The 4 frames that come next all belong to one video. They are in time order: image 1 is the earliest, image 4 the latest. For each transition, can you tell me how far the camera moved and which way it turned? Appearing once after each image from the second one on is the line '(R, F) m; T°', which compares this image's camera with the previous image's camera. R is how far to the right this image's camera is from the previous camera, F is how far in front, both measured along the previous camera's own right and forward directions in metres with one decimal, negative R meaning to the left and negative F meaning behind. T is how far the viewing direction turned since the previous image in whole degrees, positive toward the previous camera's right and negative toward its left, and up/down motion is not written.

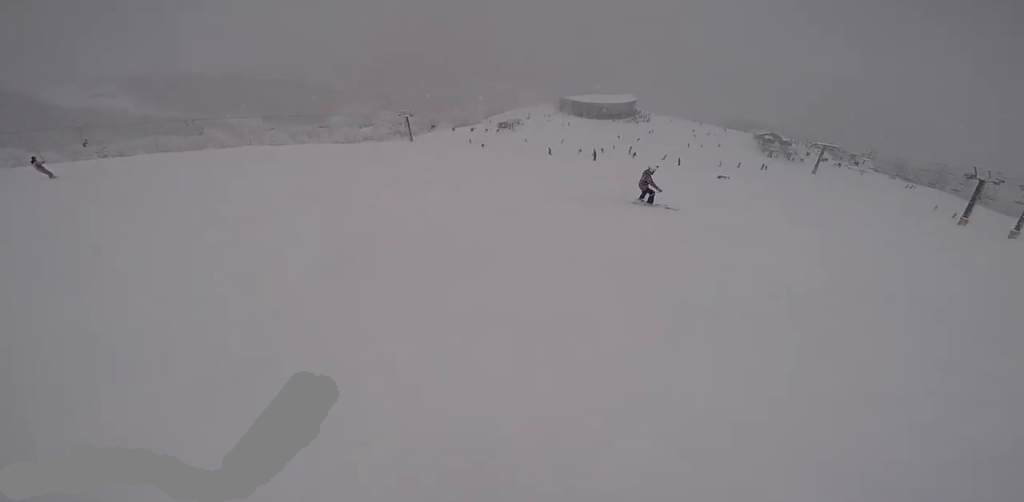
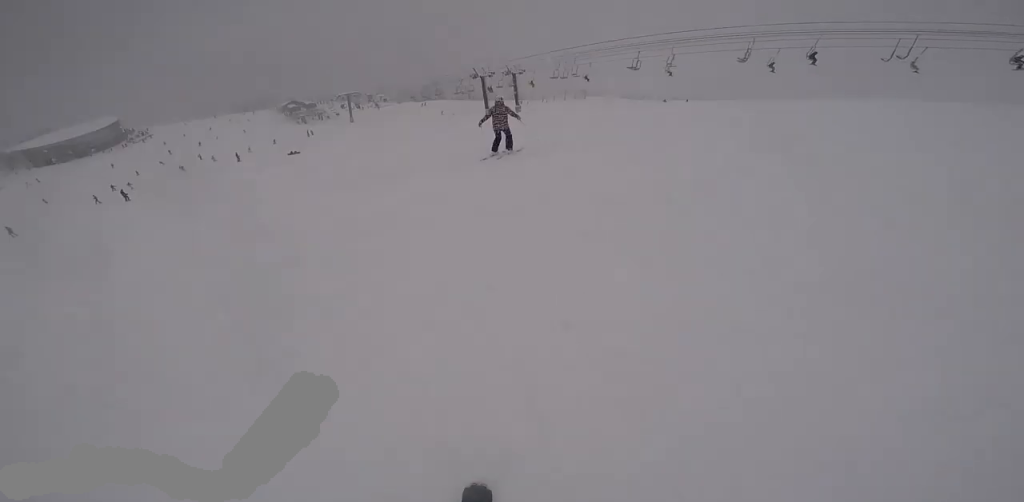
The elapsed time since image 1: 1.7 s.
(+3.7, +4.0) m; +87°
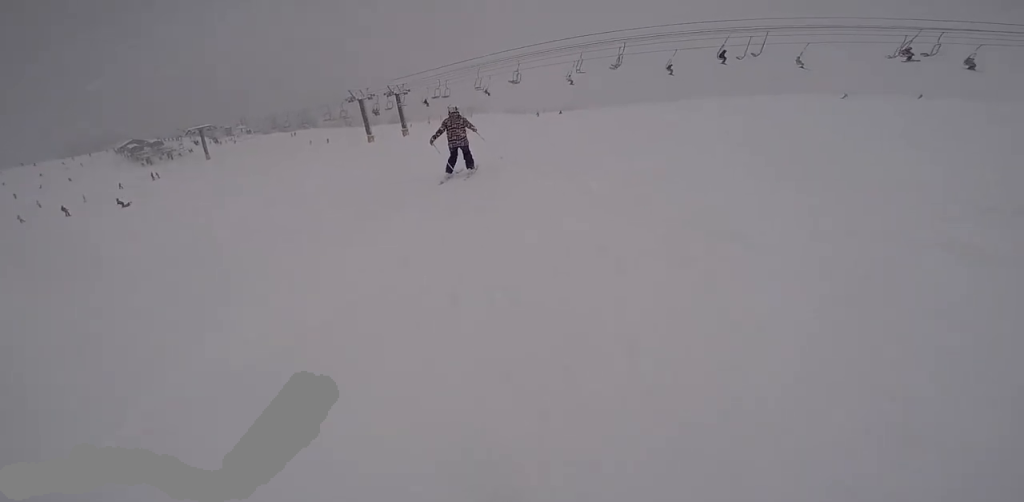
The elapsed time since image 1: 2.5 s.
(+1.1, +3.6) m; +17°
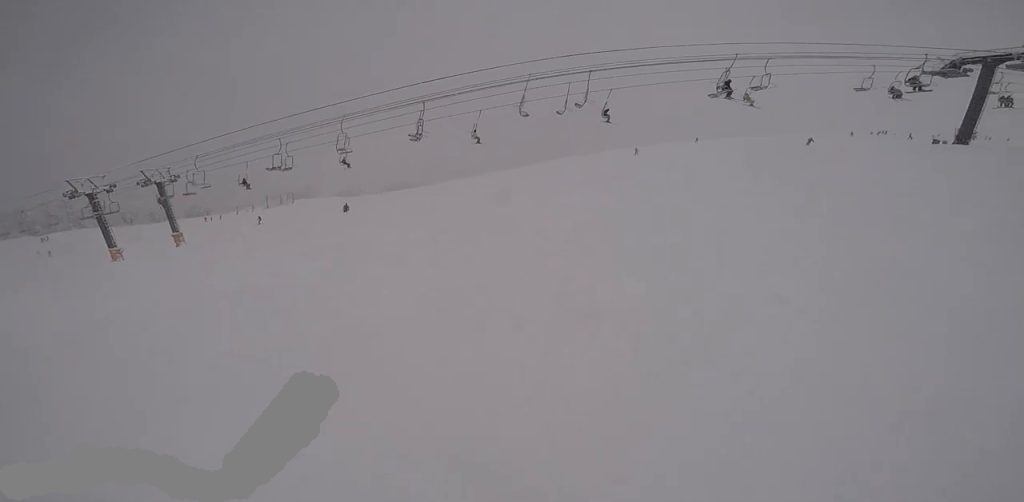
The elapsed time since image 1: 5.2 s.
(+2.5, +12.5) m; +39°
